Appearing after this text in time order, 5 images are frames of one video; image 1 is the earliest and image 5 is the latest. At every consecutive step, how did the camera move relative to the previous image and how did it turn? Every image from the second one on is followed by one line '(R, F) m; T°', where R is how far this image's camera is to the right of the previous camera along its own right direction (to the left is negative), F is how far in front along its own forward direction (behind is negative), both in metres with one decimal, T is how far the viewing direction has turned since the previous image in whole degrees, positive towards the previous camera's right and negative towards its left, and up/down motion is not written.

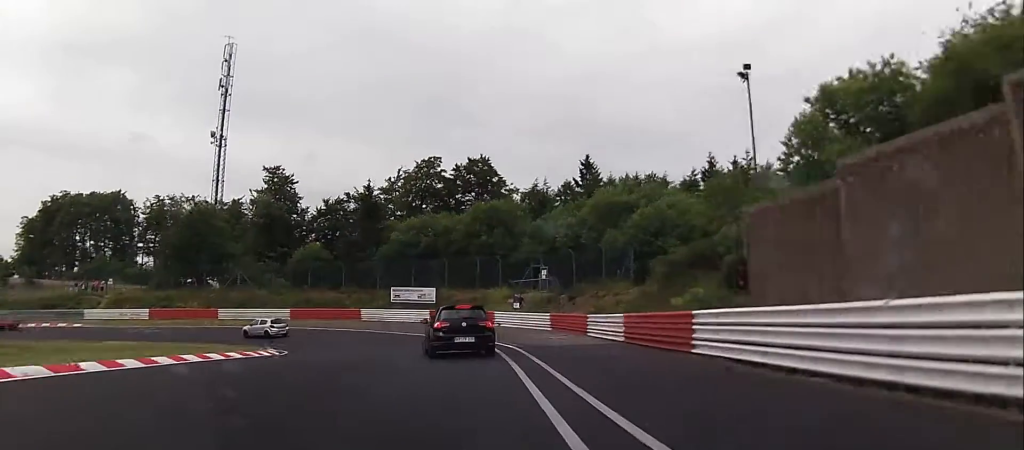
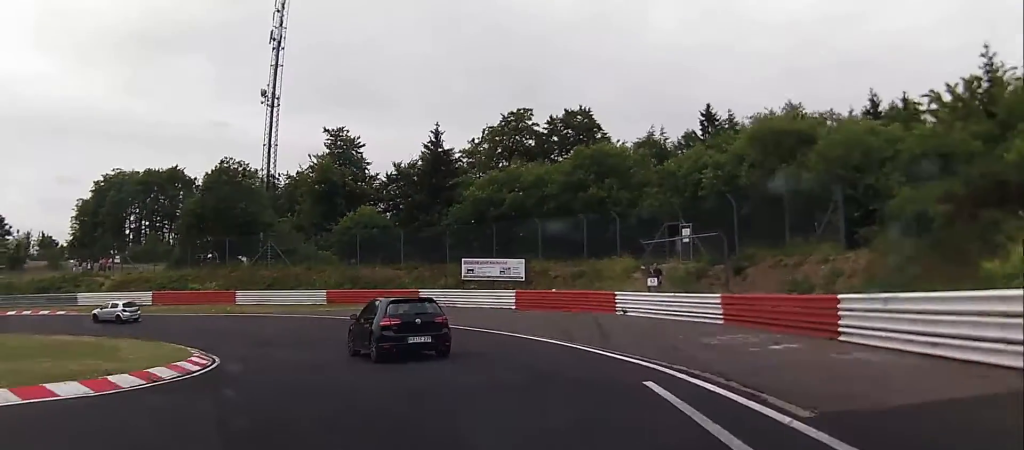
(-0.3, +17.9) m; -6°
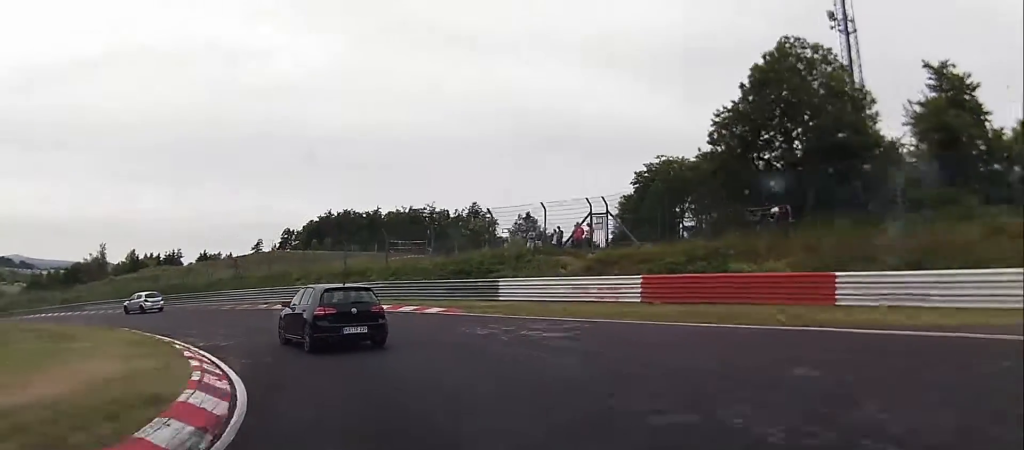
(-10.7, +28.4) m; -55°
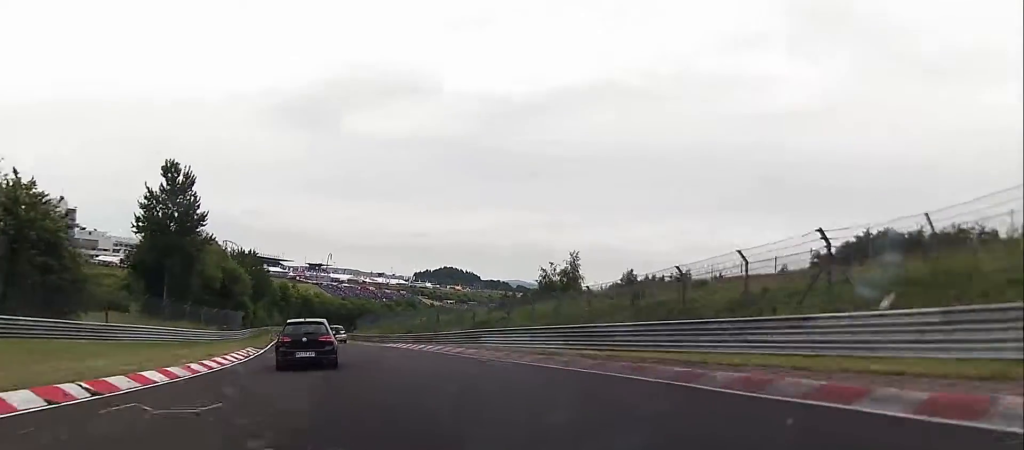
(-16.6, +32.2) m; -43°
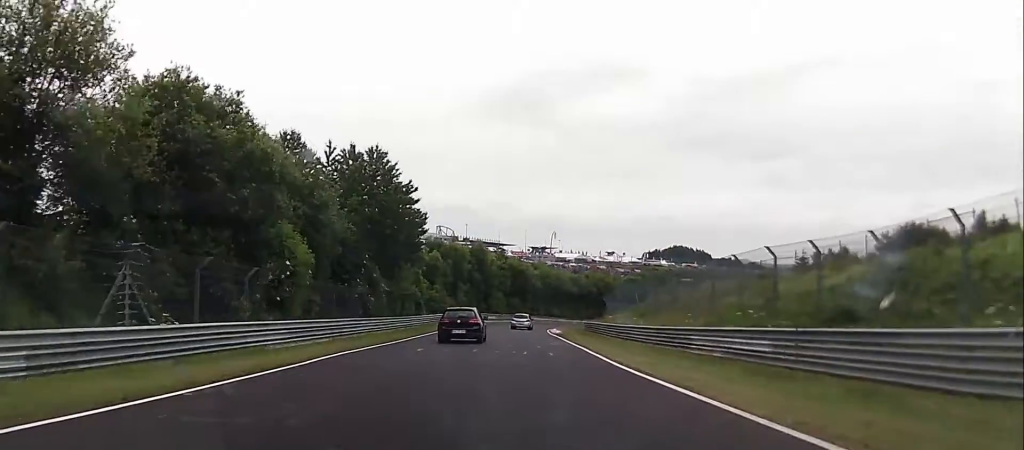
(-11.8, +58.7) m; -16°
